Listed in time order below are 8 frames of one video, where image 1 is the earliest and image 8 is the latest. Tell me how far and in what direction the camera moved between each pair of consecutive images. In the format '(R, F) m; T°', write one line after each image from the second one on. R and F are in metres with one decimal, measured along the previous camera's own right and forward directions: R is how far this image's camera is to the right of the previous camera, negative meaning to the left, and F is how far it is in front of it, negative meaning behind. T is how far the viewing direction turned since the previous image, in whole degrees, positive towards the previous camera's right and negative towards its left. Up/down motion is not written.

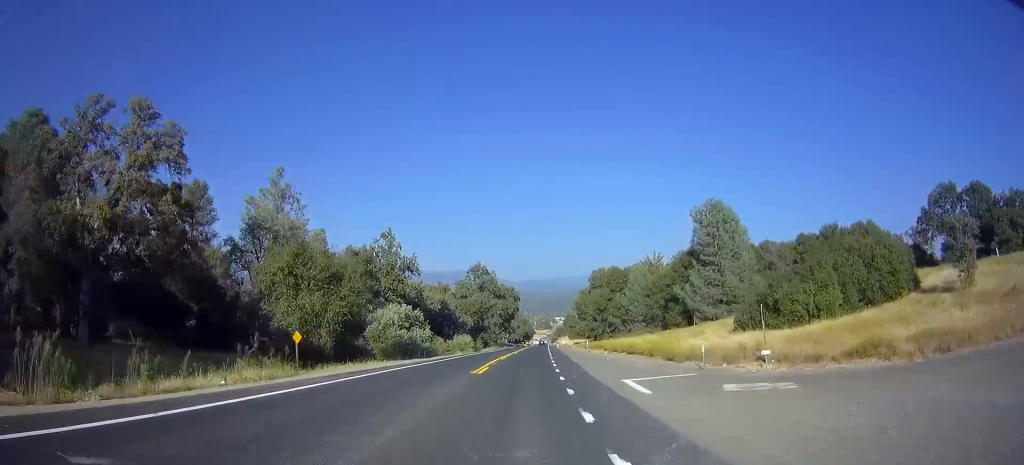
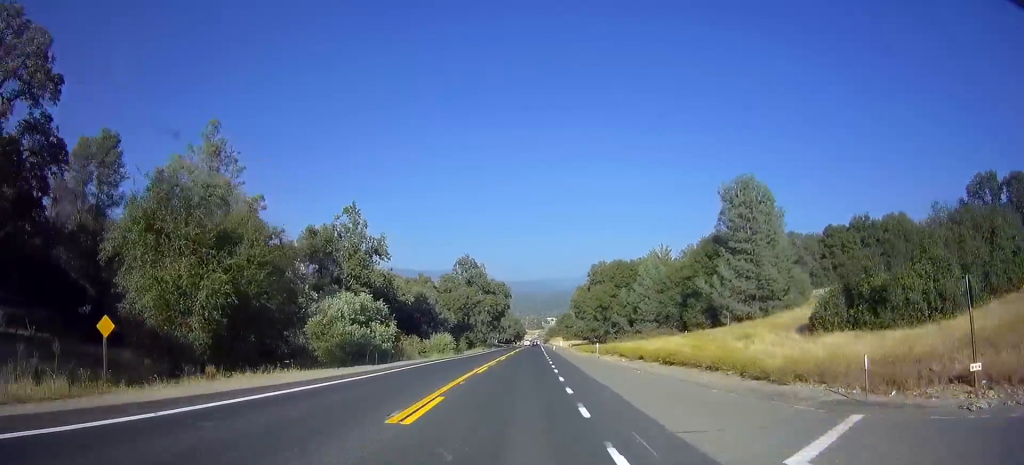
(-0.1, +13.0) m; +1°
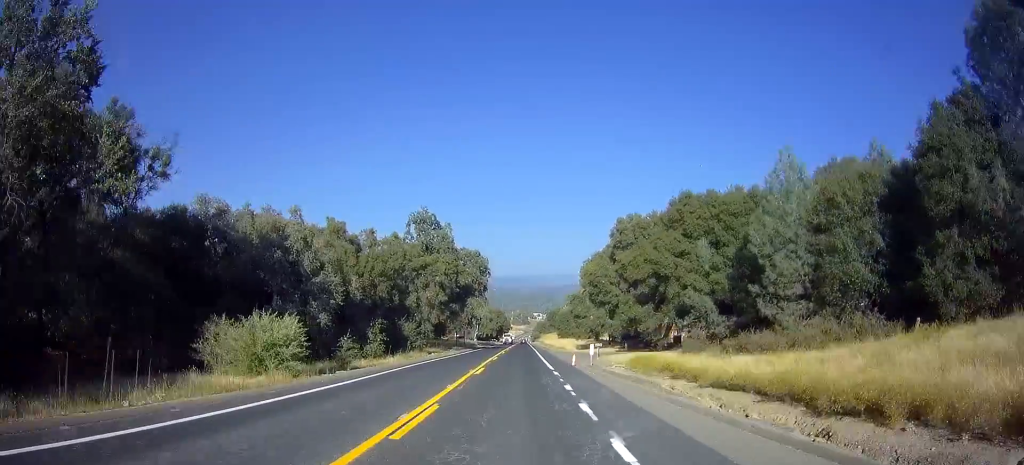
(+1.3, +44.4) m; +2°
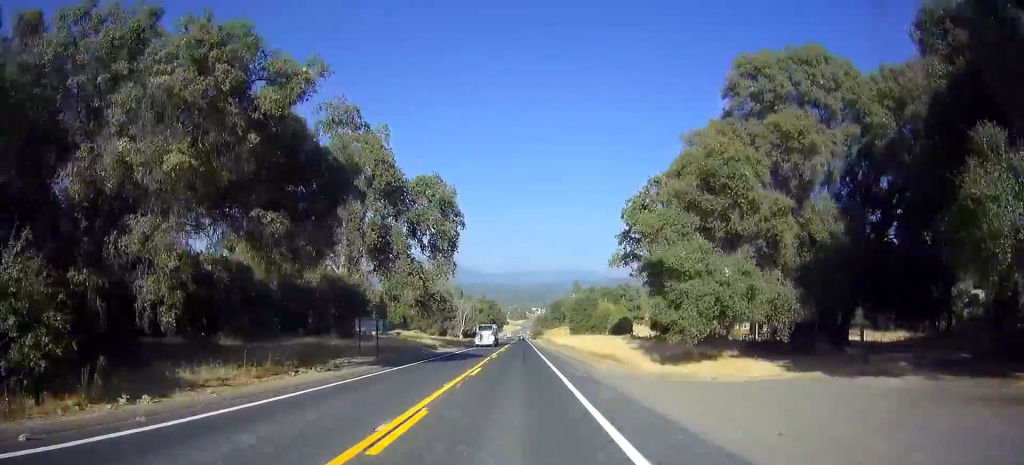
(-0.1, +44.1) m; 0°
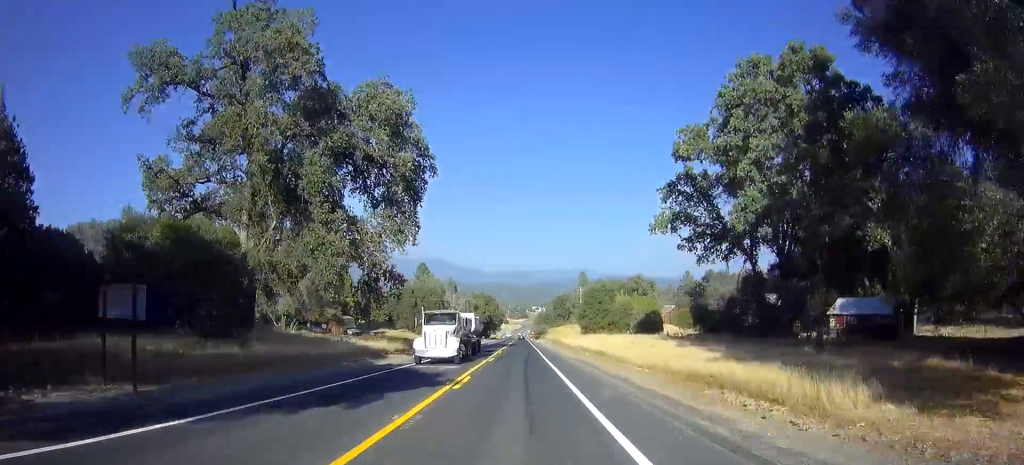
(+0.1, +20.5) m; 0°
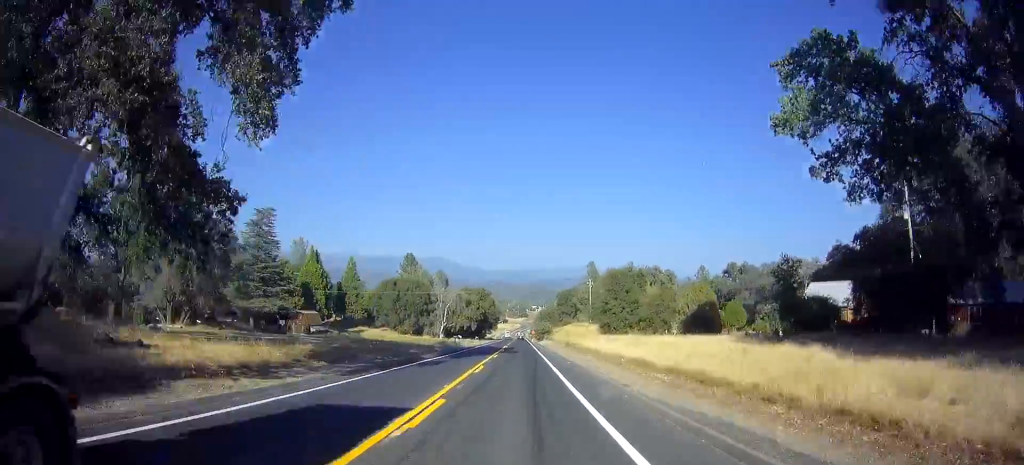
(0.0, +22.5) m; 0°
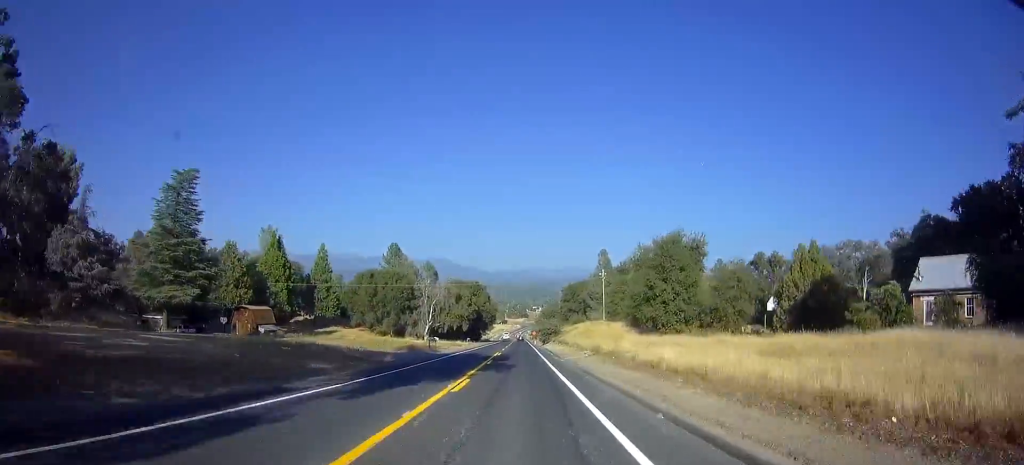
(0.0, +21.7) m; 0°
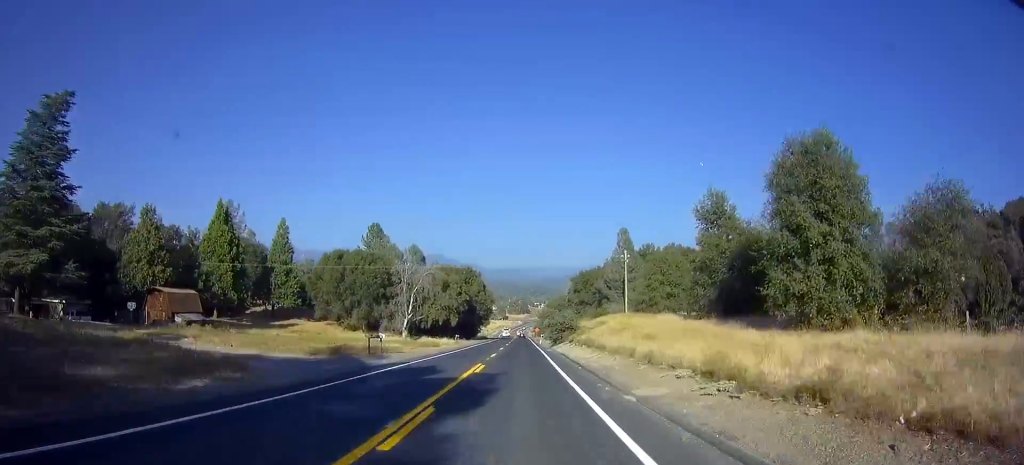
(+0.1, +22.8) m; +1°
